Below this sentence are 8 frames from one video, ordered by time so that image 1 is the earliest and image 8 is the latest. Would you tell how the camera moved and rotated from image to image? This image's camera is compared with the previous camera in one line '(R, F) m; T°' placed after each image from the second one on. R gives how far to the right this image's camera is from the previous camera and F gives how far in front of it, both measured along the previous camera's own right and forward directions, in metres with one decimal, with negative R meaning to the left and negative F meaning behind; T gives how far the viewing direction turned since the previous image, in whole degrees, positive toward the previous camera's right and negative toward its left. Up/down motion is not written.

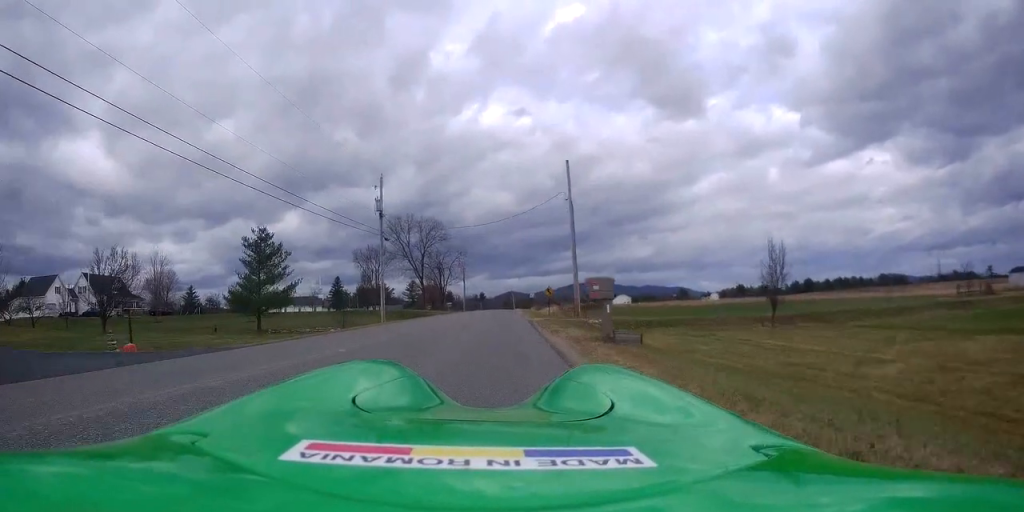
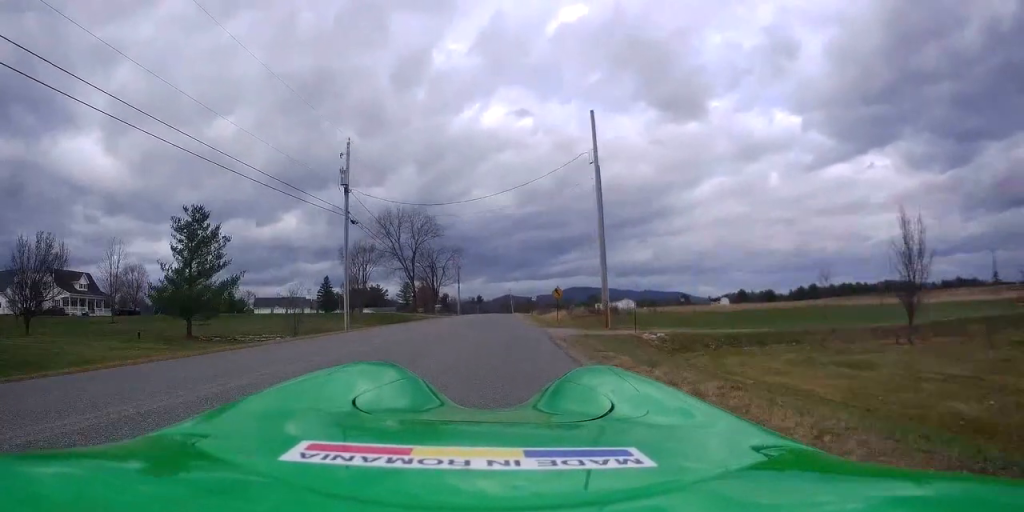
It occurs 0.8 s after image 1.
(+0.3, +10.5) m; 0°
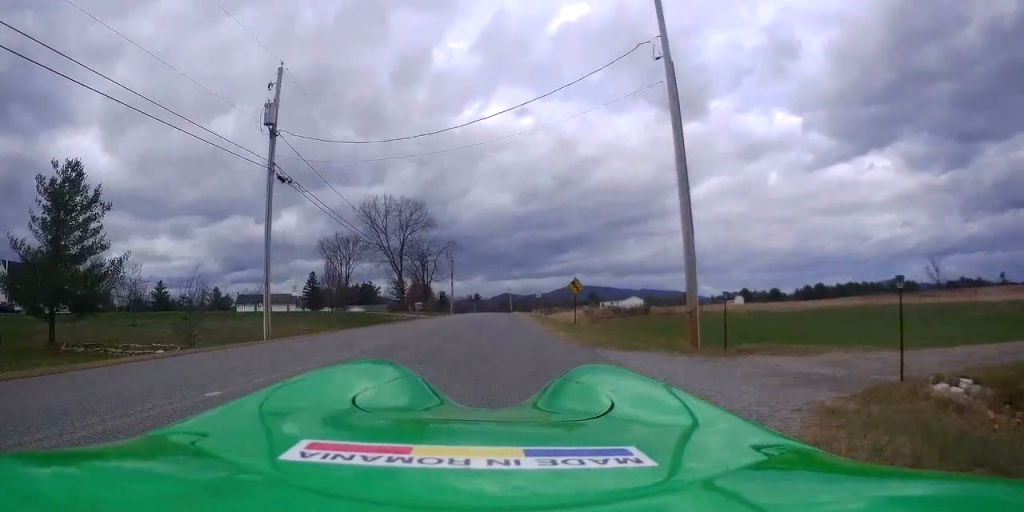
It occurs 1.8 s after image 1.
(-0.4, +12.3) m; -1°
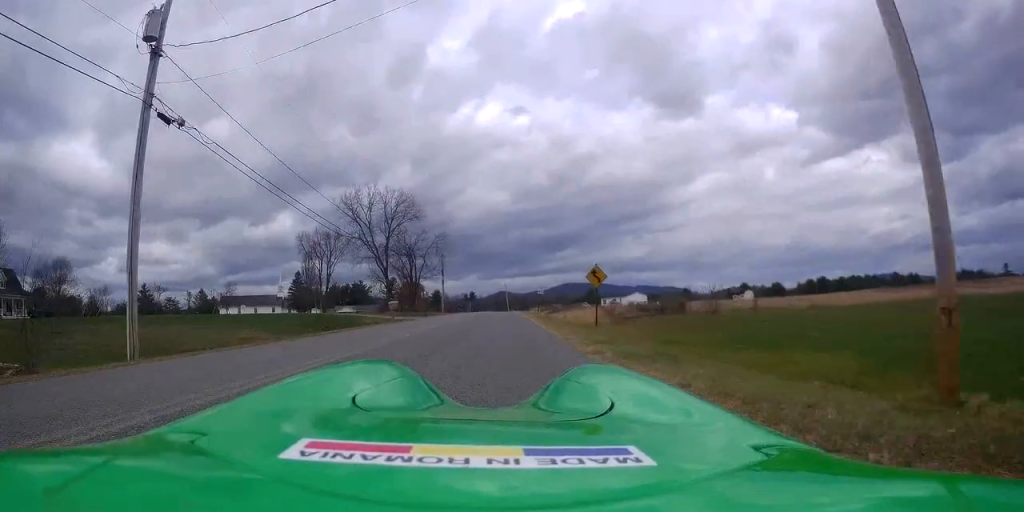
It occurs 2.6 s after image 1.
(+0.2, +9.5) m; +1°
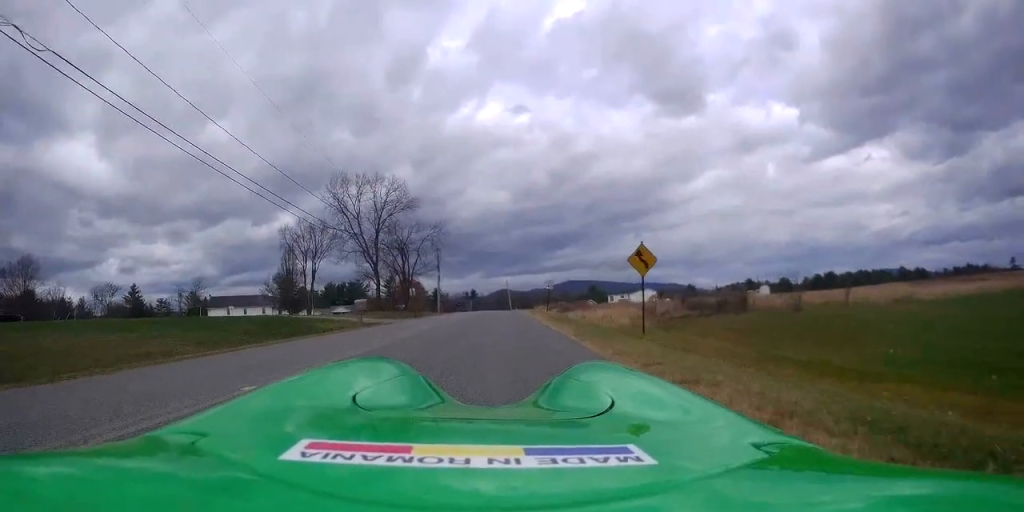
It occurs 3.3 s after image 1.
(0.0, +8.3) m; 0°
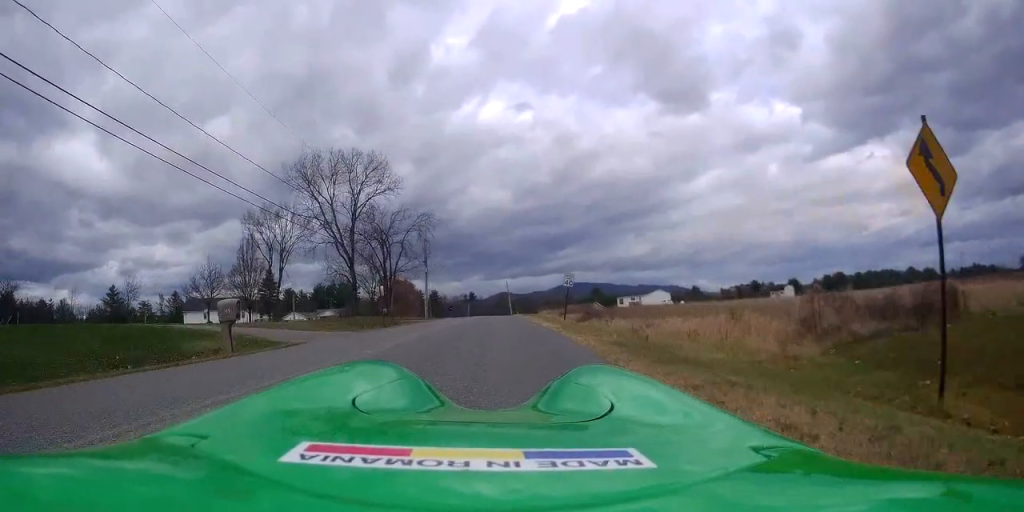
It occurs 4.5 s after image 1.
(0.0, +13.5) m; 0°
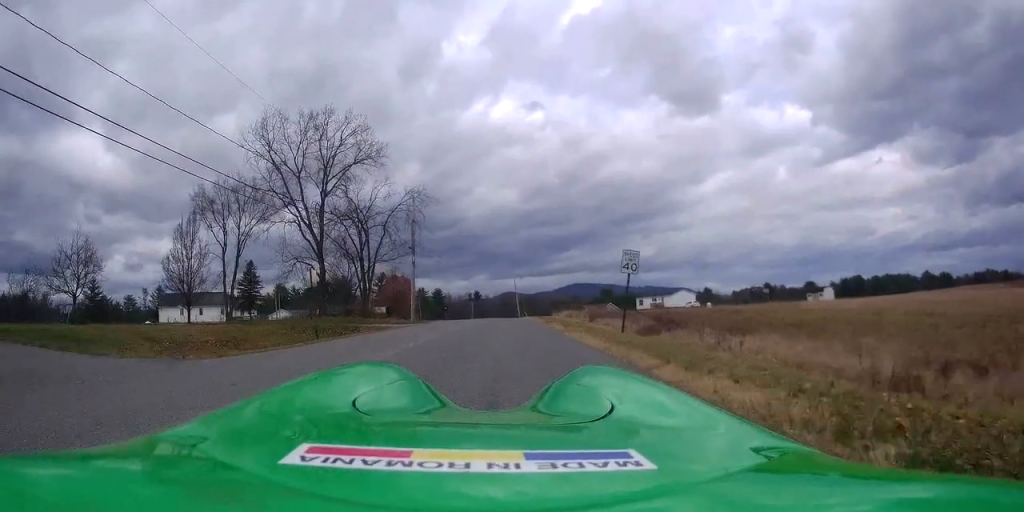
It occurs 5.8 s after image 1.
(0.0, +15.0) m; -1°
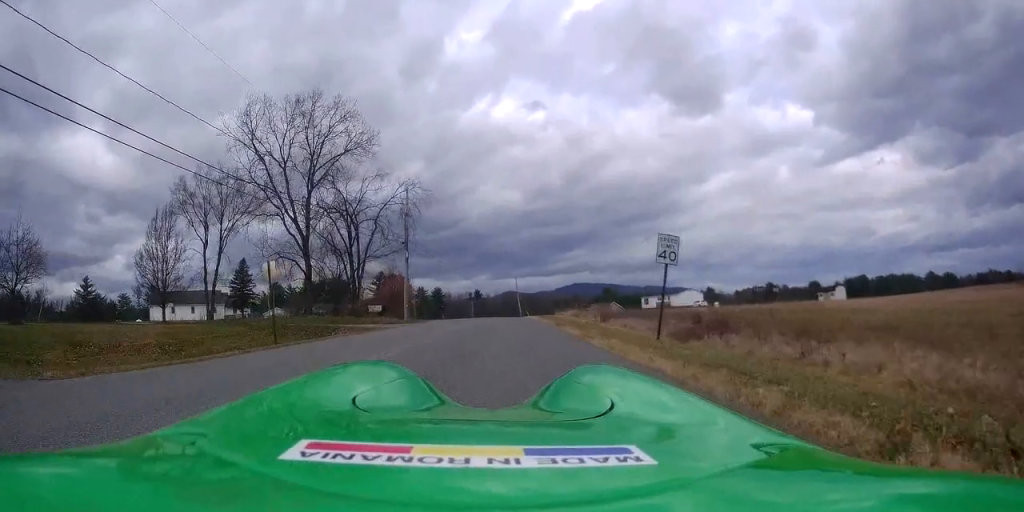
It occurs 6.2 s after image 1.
(-0.1, +4.5) m; 0°
